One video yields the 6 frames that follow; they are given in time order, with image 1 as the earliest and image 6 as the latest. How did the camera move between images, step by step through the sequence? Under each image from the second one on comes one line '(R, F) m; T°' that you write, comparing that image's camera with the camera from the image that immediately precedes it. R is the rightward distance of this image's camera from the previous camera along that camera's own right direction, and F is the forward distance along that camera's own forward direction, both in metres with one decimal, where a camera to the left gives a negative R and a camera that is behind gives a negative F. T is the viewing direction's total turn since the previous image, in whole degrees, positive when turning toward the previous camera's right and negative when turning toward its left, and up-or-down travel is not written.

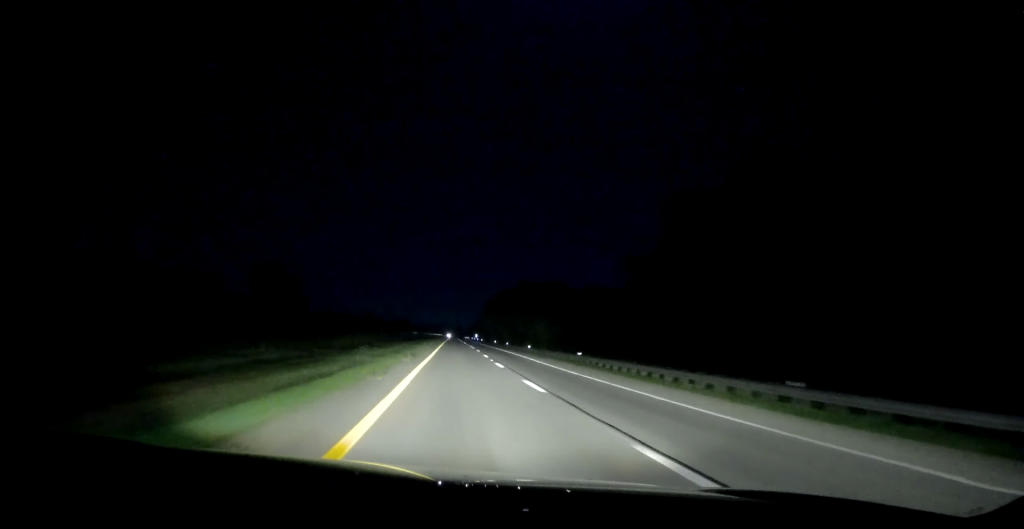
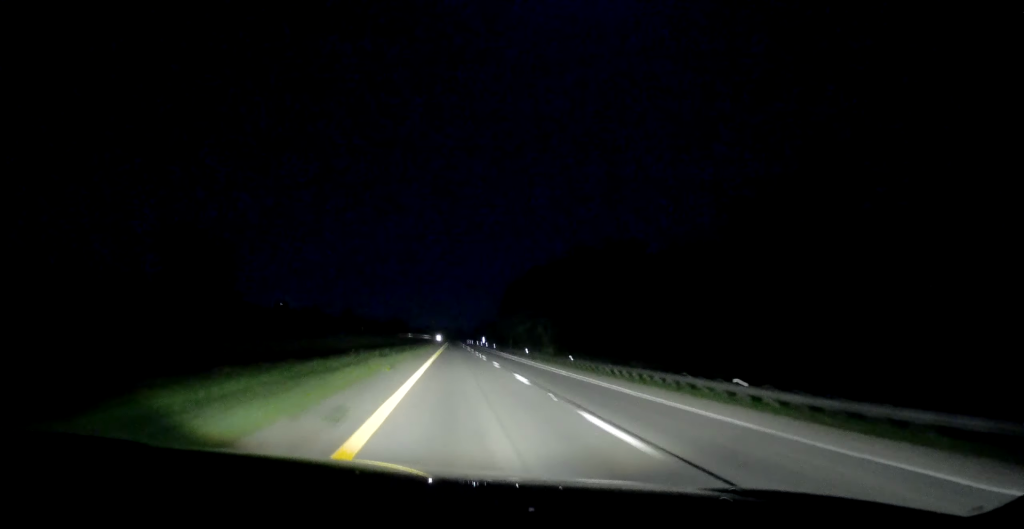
(+0.1, +56.5) m; +1°
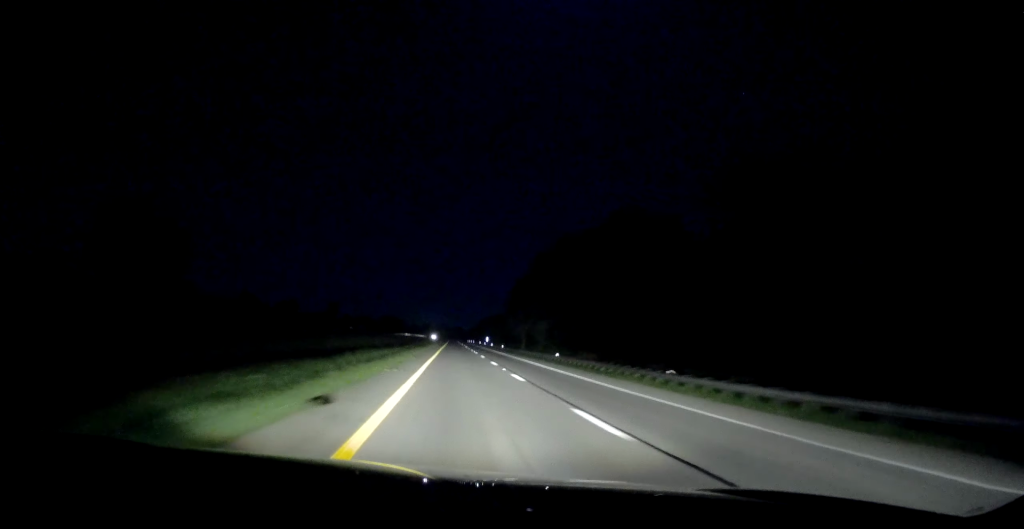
(+0.2, +23.2) m; +1°
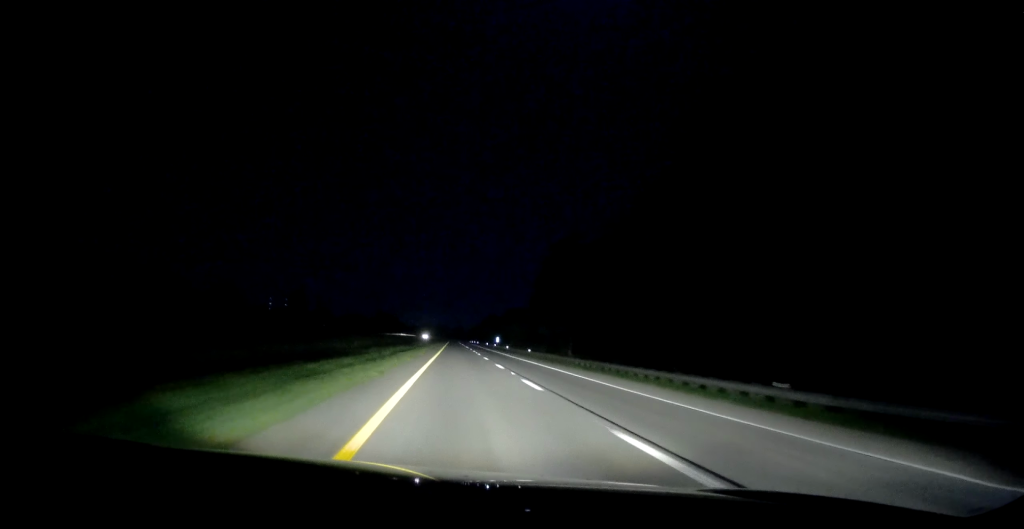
(+0.1, +39.9) m; -1°
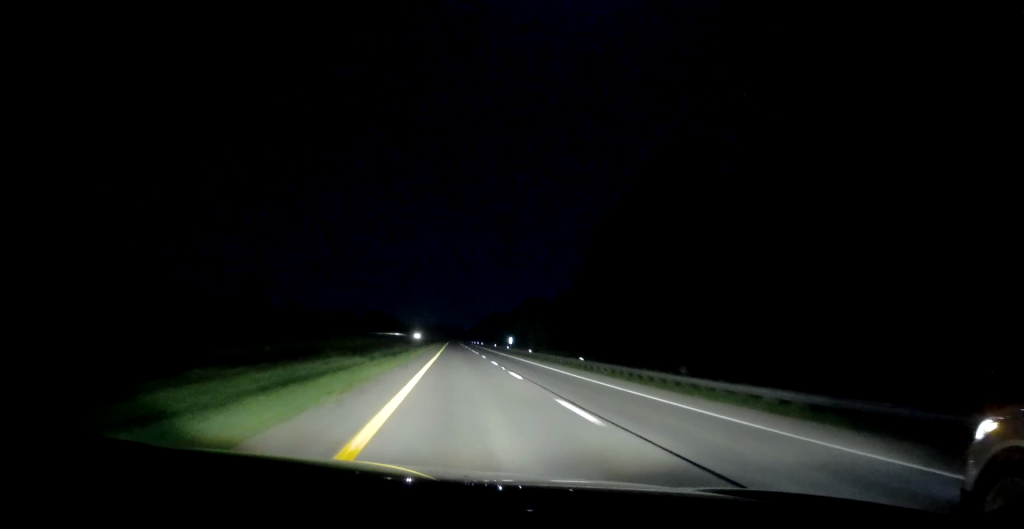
(-0.5, +30.9) m; -1°
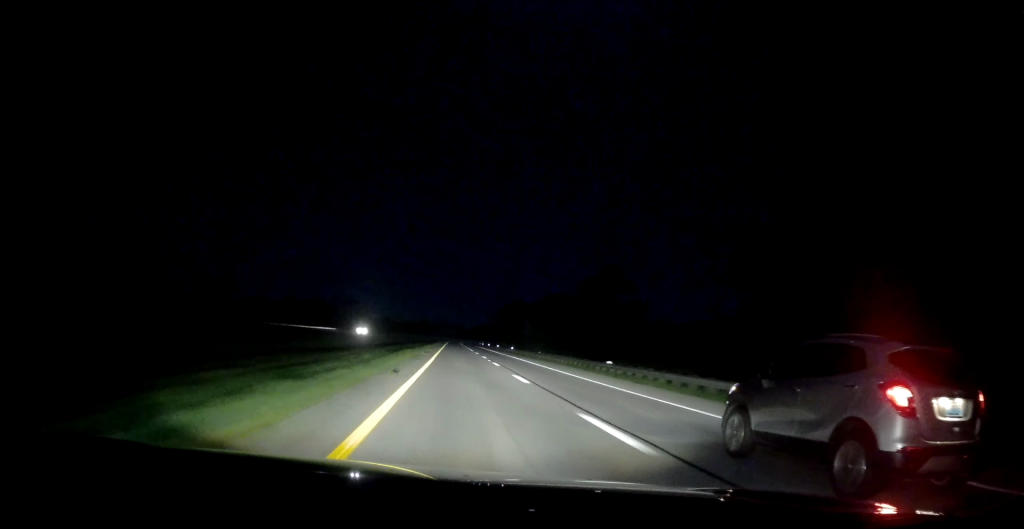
(+1.9, +100.8) m; 0°
